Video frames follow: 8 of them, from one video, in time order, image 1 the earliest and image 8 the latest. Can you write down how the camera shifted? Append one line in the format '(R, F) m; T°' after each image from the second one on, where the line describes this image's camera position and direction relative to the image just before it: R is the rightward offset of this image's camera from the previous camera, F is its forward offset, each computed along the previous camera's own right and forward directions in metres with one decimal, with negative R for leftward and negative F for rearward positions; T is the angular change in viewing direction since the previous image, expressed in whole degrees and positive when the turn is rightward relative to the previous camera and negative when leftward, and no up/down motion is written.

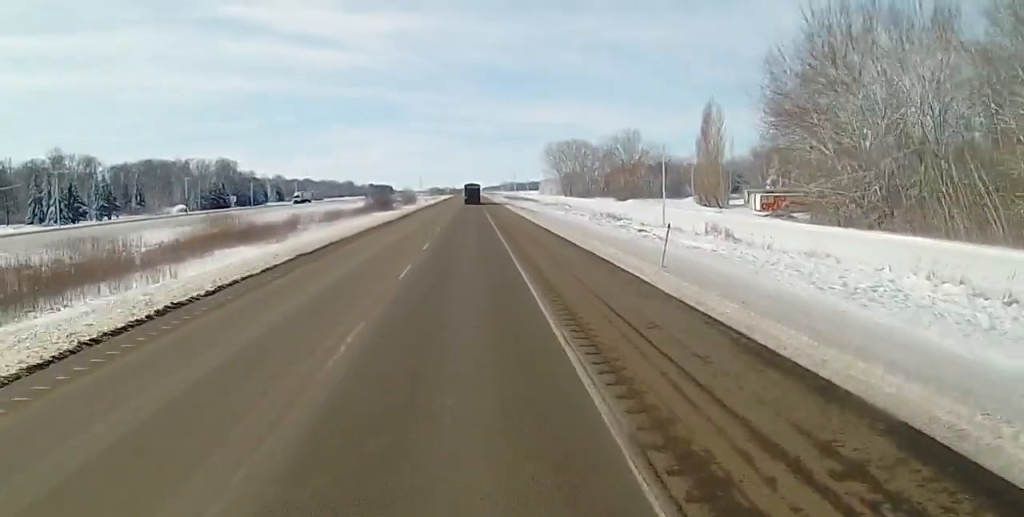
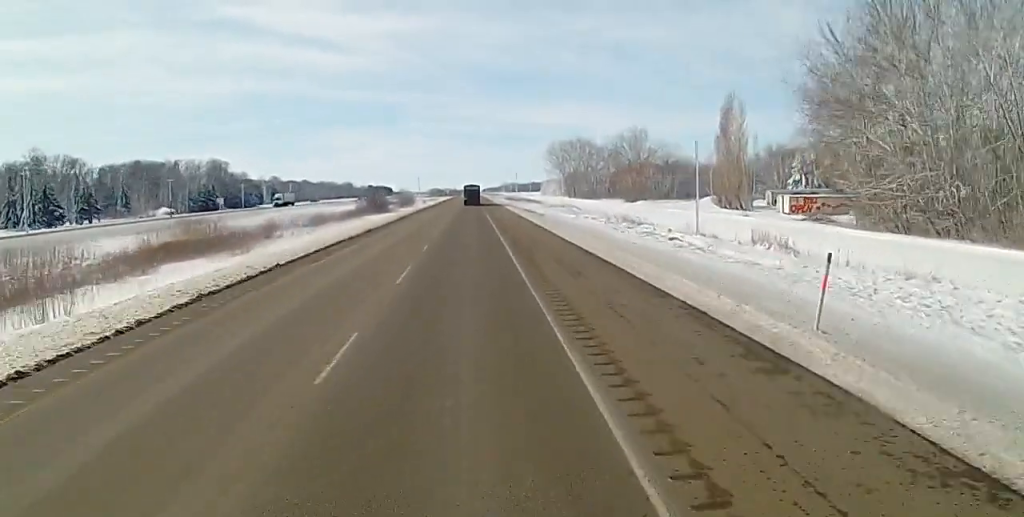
(-0.3, +13.7) m; 0°
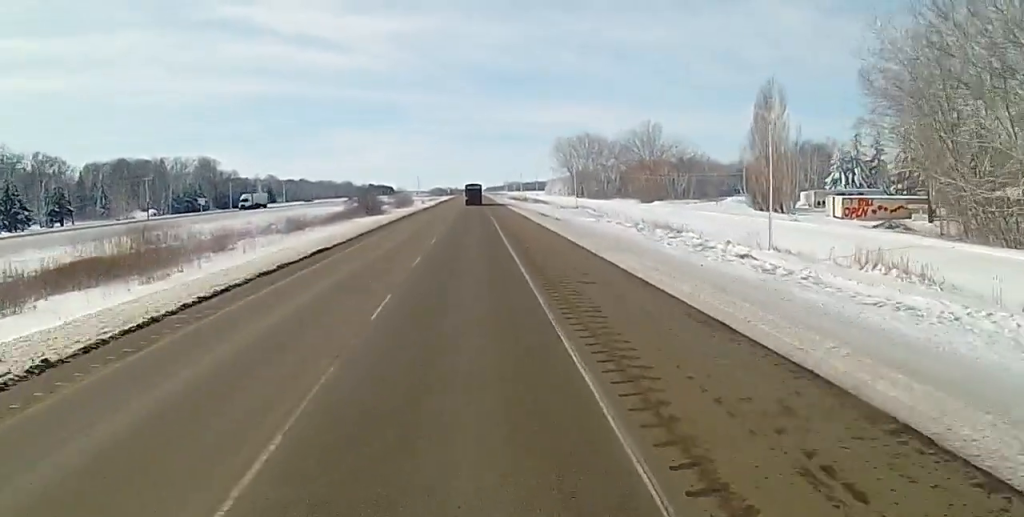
(-0.1, +18.9) m; 0°
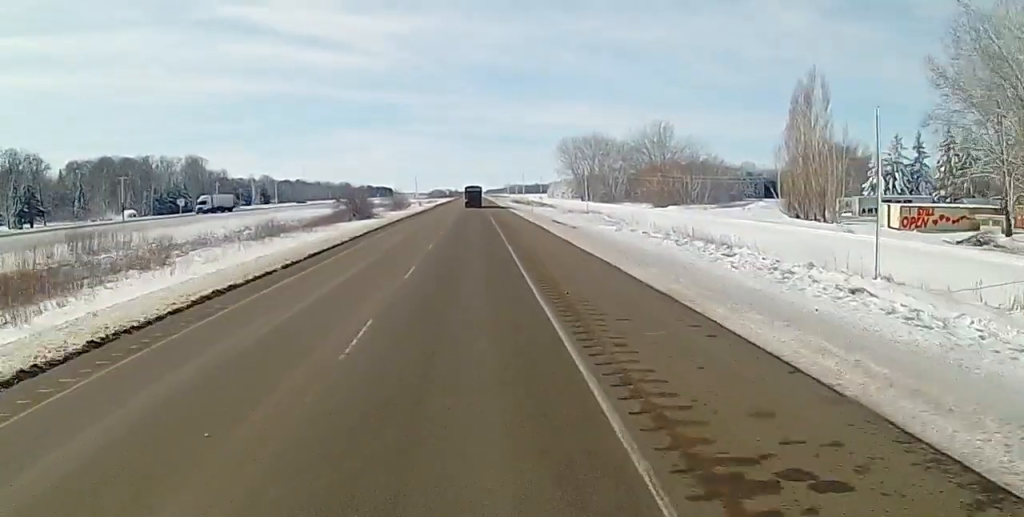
(+0.3, +16.3) m; +1°
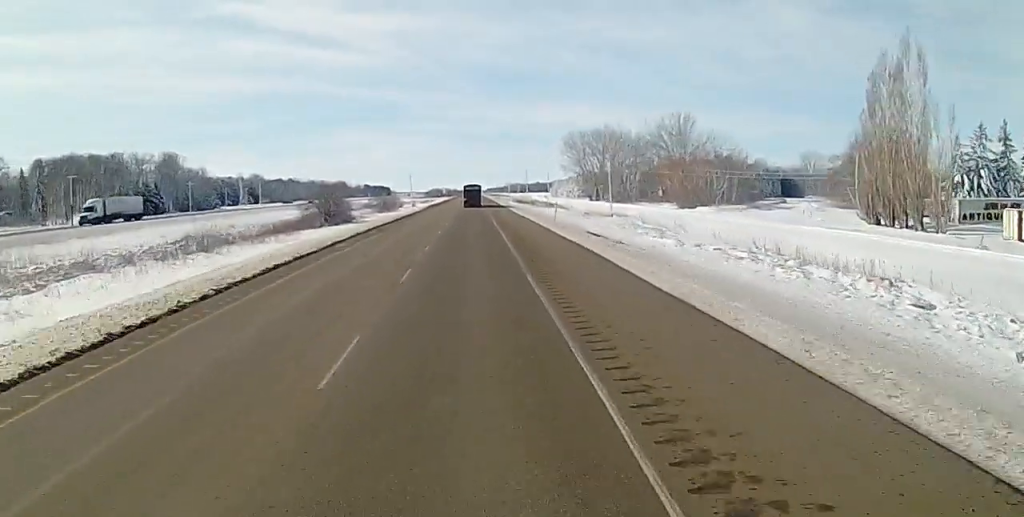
(+0.1, +26.9) m; 0°
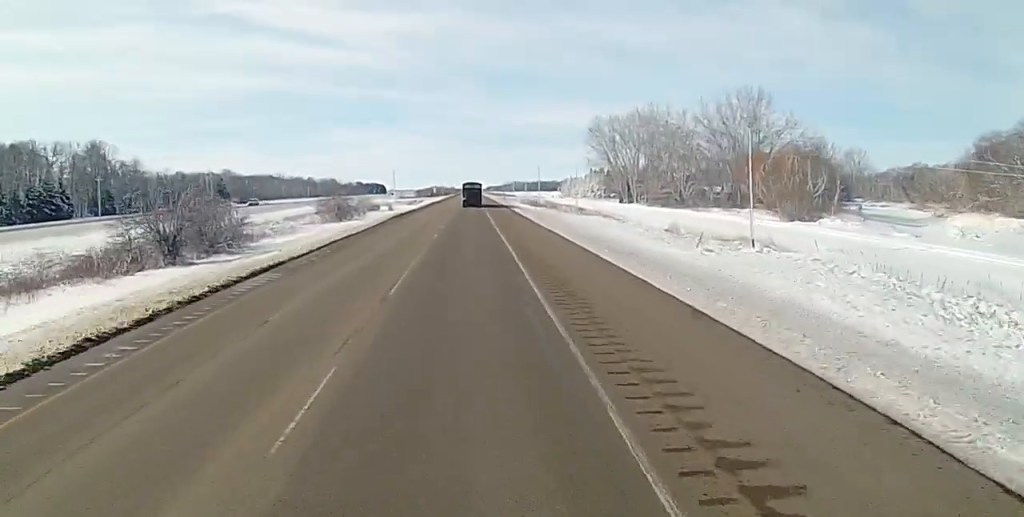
(0.0, +64.5) m; 0°
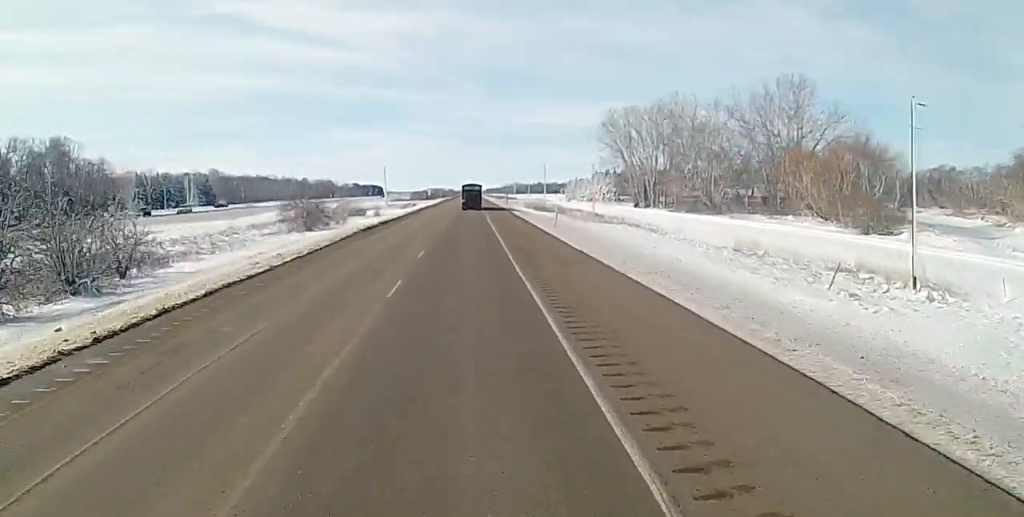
(0.0, +24.0) m; 0°
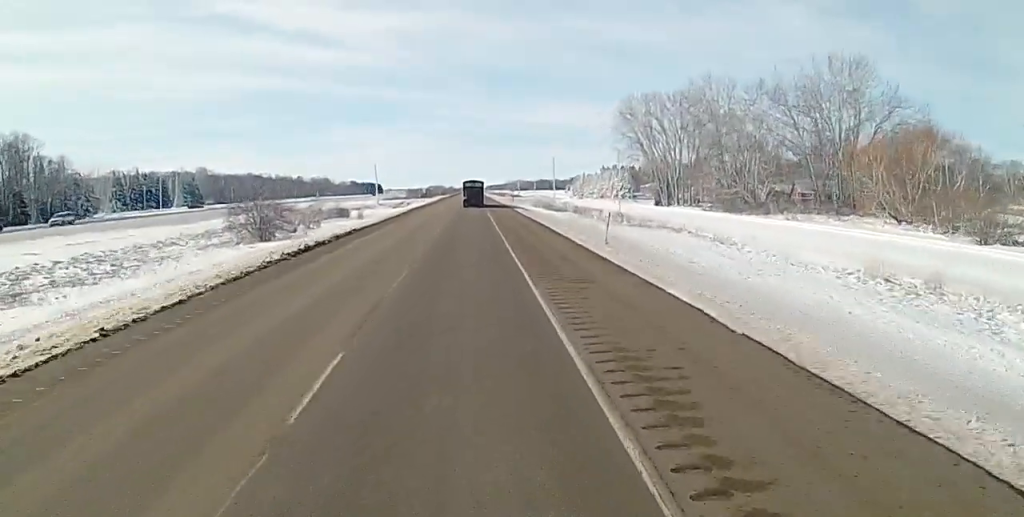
(0.0, +24.0) m; 0°
